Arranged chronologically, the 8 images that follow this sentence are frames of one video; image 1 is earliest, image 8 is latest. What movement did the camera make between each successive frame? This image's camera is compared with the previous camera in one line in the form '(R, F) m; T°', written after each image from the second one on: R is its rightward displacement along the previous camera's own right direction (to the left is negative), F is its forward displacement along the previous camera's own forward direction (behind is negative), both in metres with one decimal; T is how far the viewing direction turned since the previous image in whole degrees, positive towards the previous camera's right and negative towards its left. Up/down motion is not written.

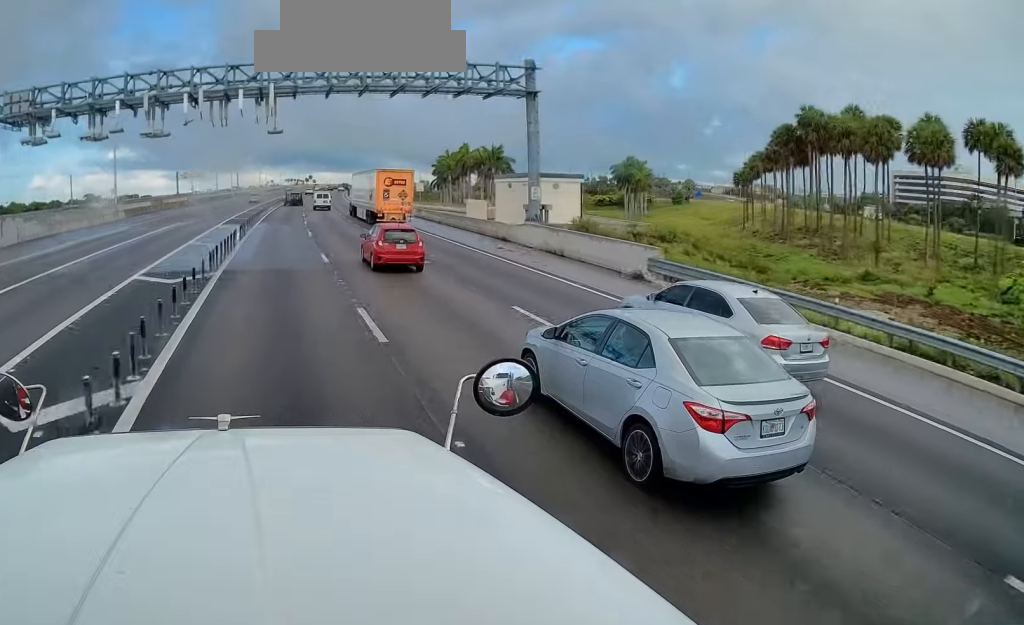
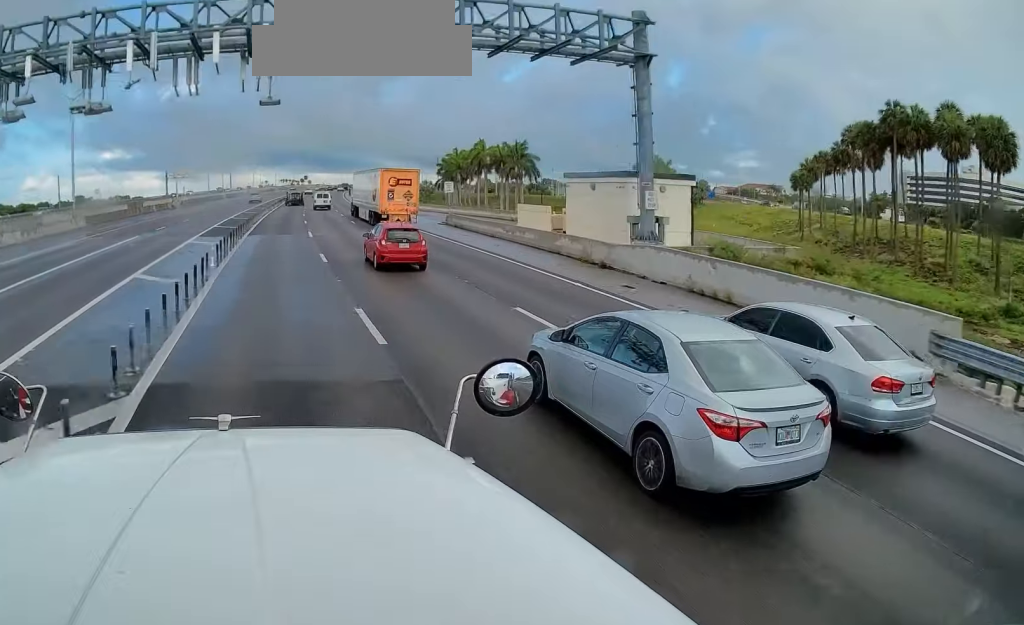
(-0.1, +14.6) m; +1°
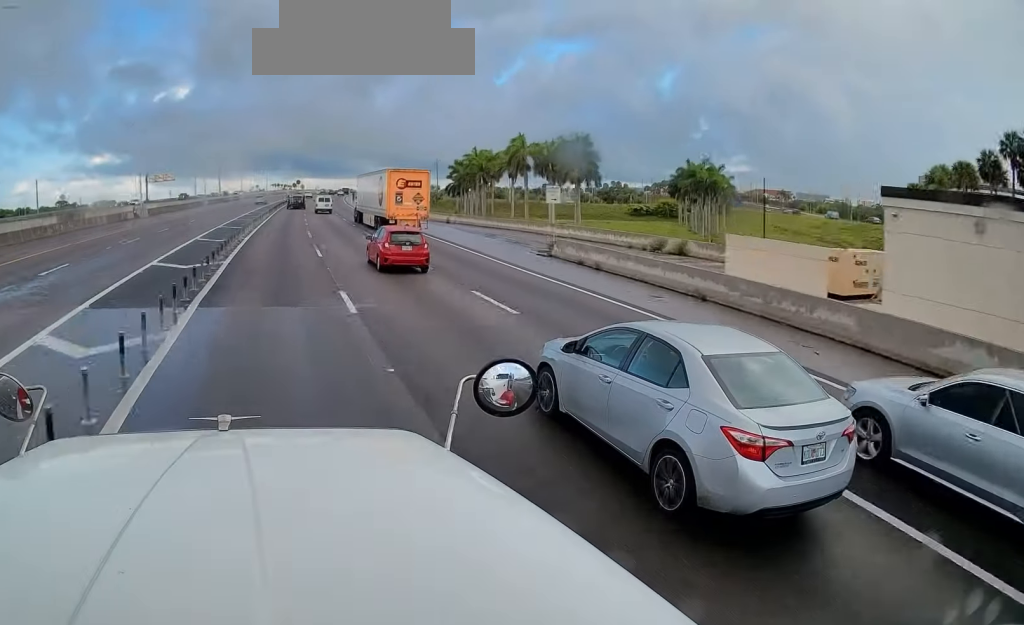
(+0.4, +23.3) m; +1°
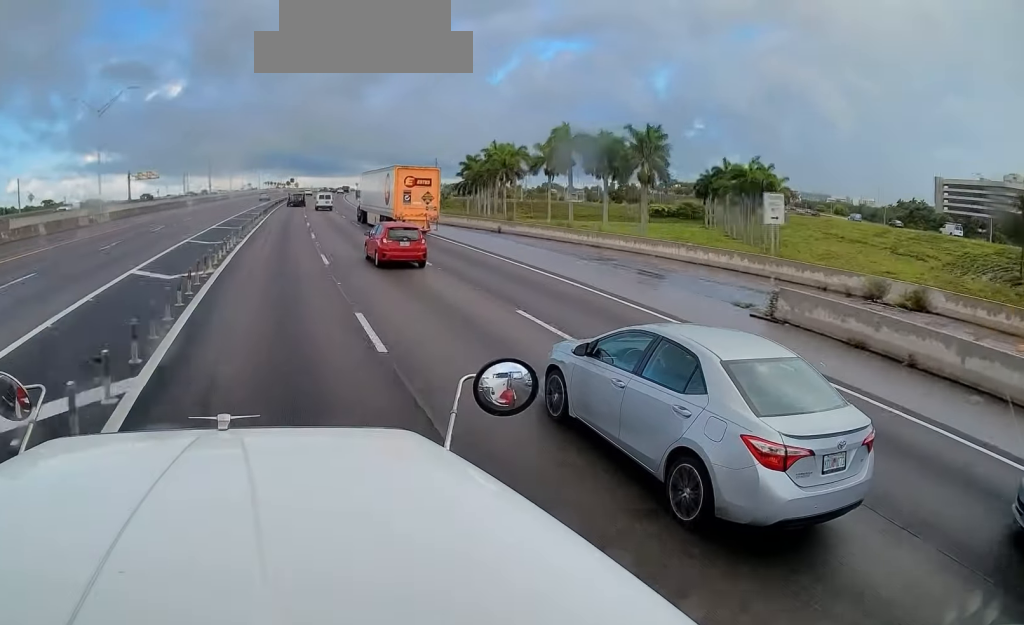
(+0.1, +17.2) m; +1°
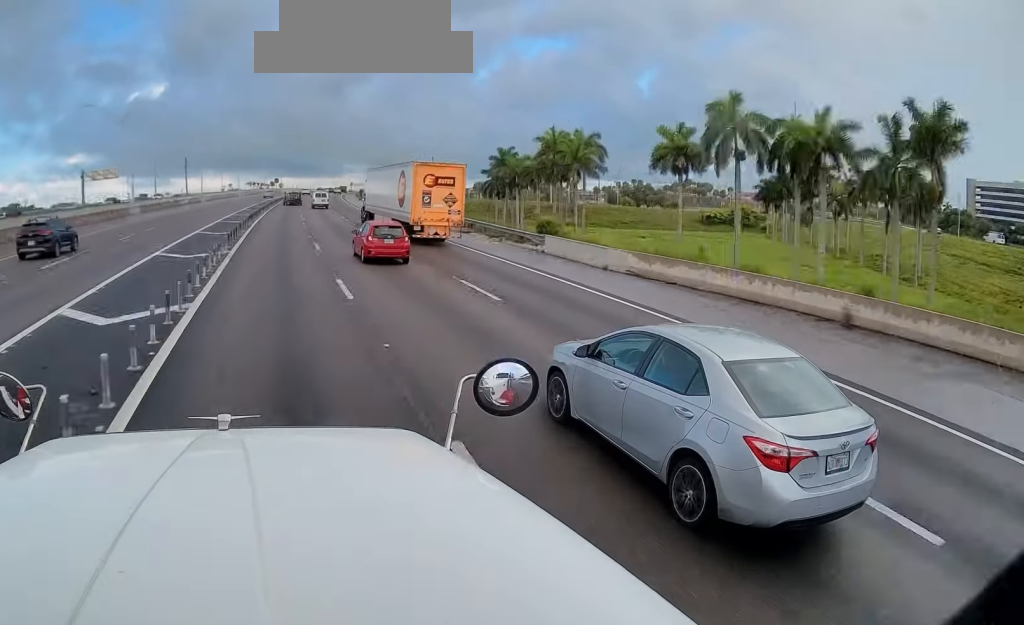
(+0.3, +33.9) m; +2°
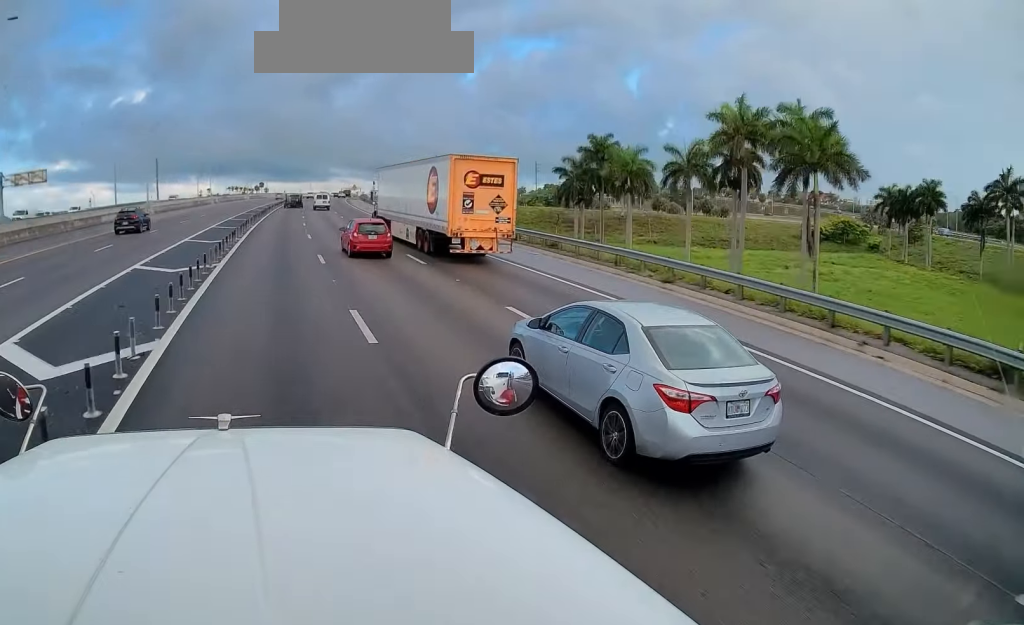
(+0.2, +42.2) m; 0°
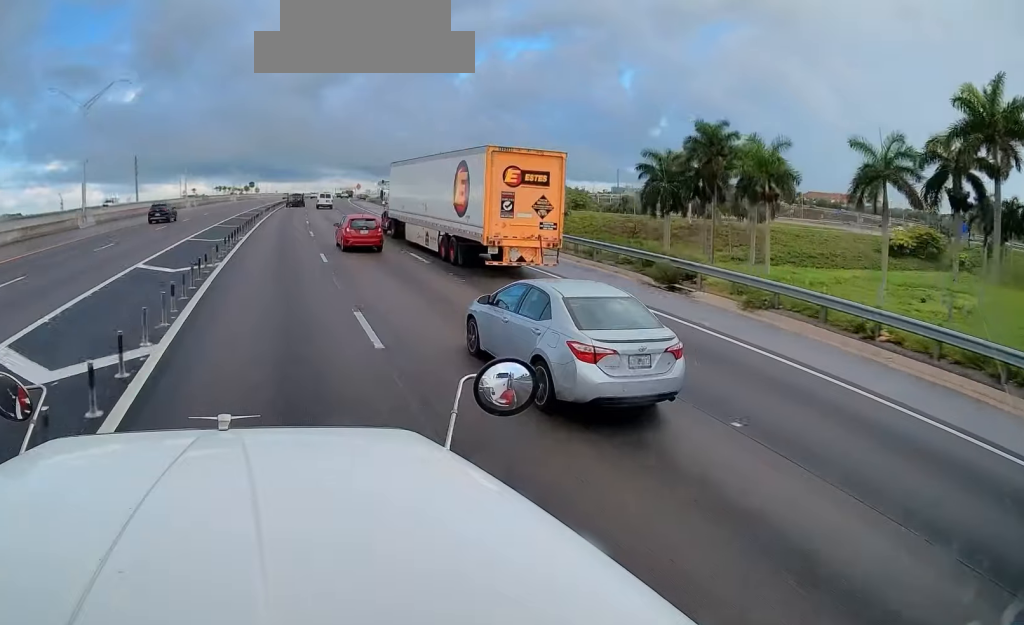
(+0.2, +26.0) m; +1°
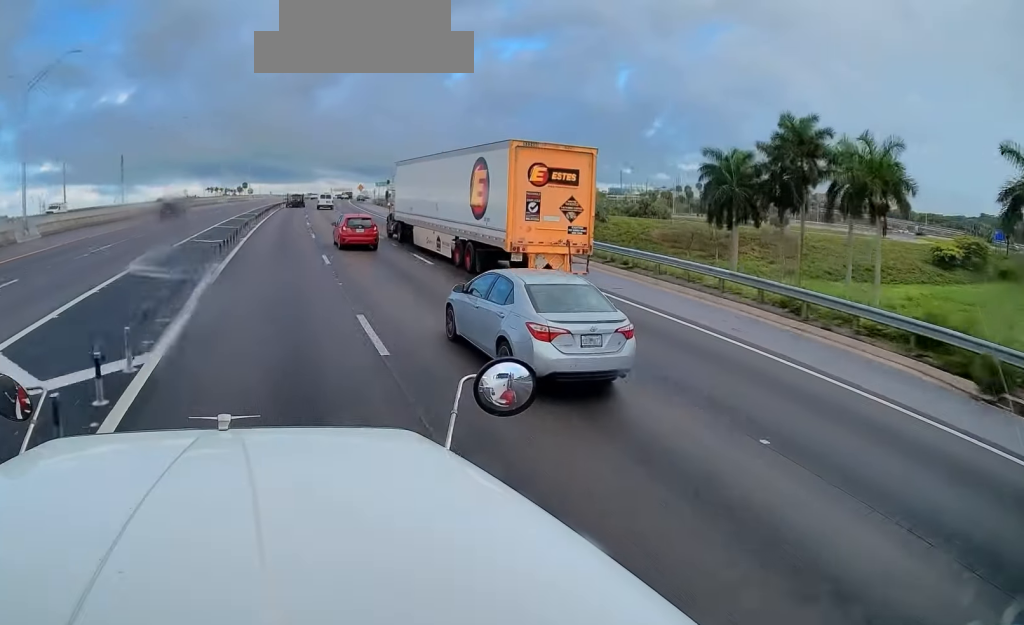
(+0.1, +12.2) m; +1°
